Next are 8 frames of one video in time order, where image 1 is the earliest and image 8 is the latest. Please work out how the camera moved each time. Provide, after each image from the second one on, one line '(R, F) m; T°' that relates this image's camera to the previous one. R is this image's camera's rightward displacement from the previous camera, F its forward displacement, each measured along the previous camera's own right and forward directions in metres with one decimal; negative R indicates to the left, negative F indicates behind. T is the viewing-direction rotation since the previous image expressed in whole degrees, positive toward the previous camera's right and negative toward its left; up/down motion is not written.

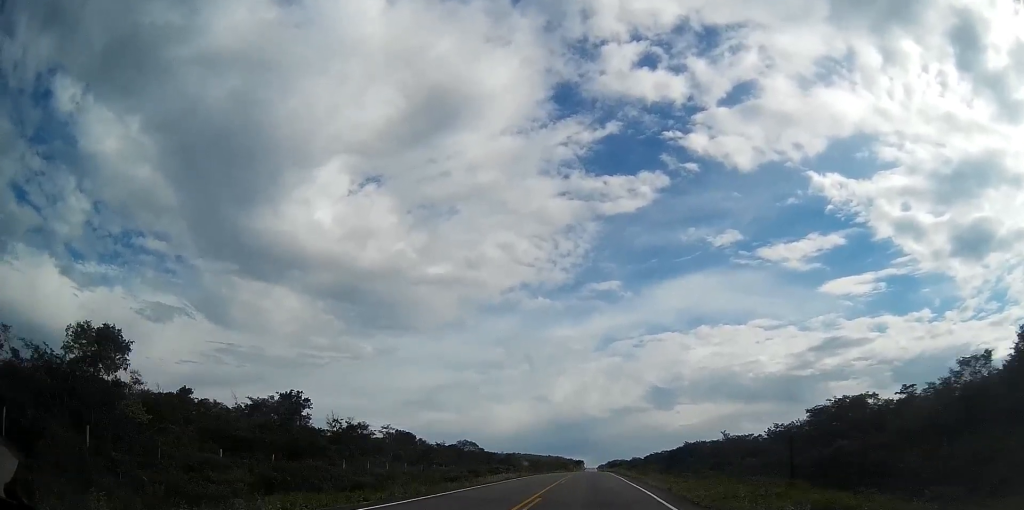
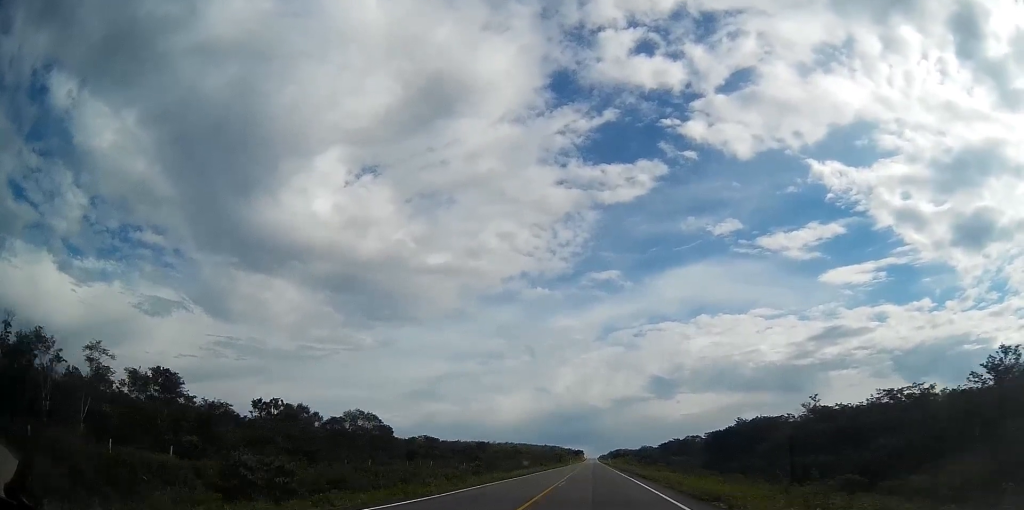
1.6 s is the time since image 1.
(+0.4, +51.3) m; 0°
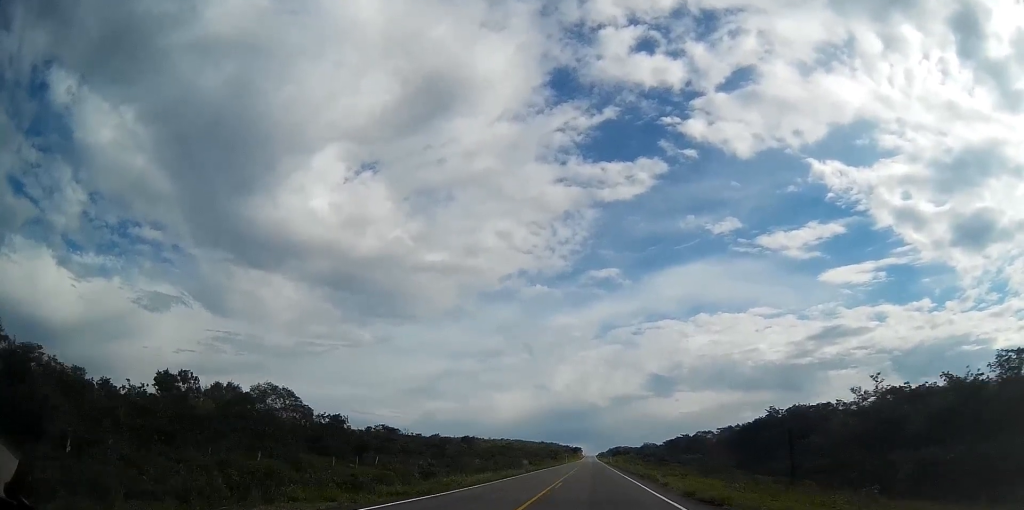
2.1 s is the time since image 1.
(0.0, +17.1) m; 0°
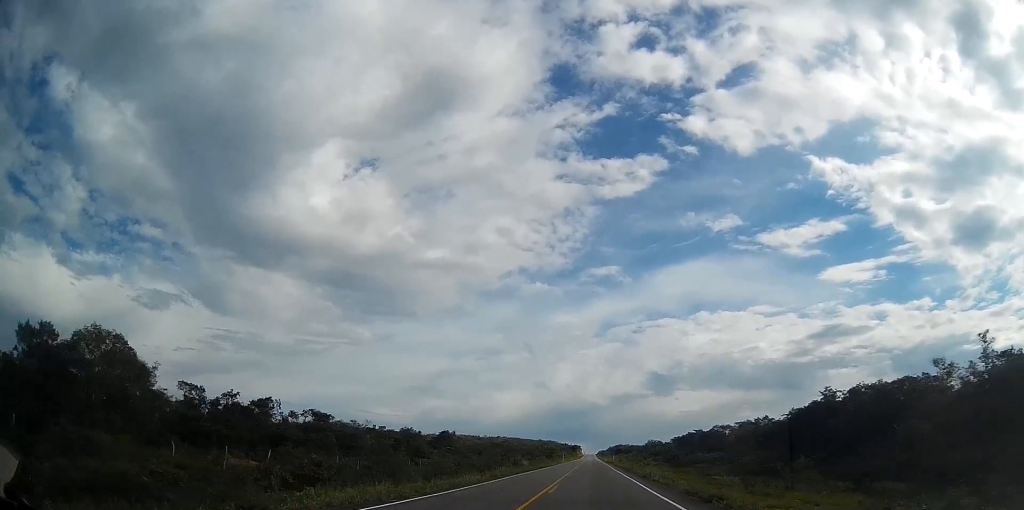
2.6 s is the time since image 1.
(-0.1, +18.5) m; 0°
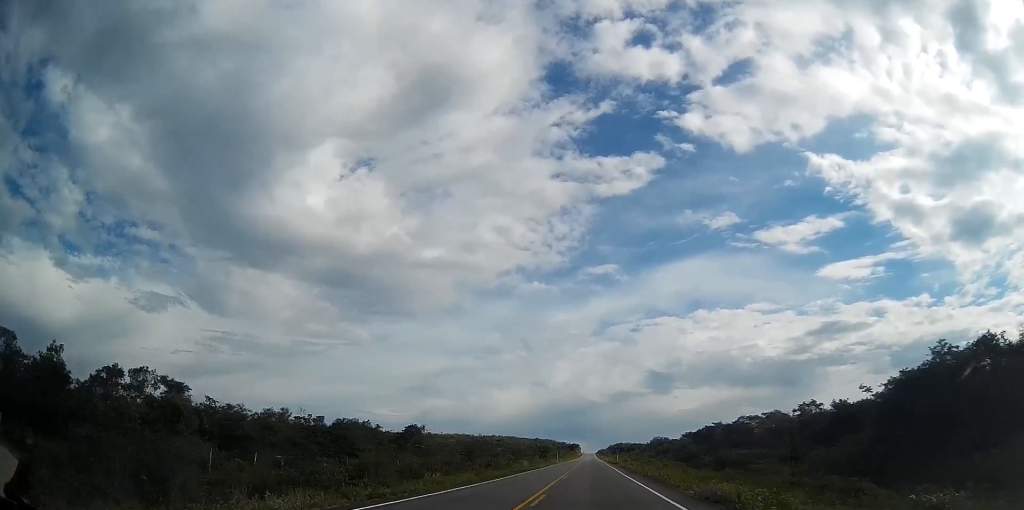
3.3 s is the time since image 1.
(-0.1, +22.5) m; 0°
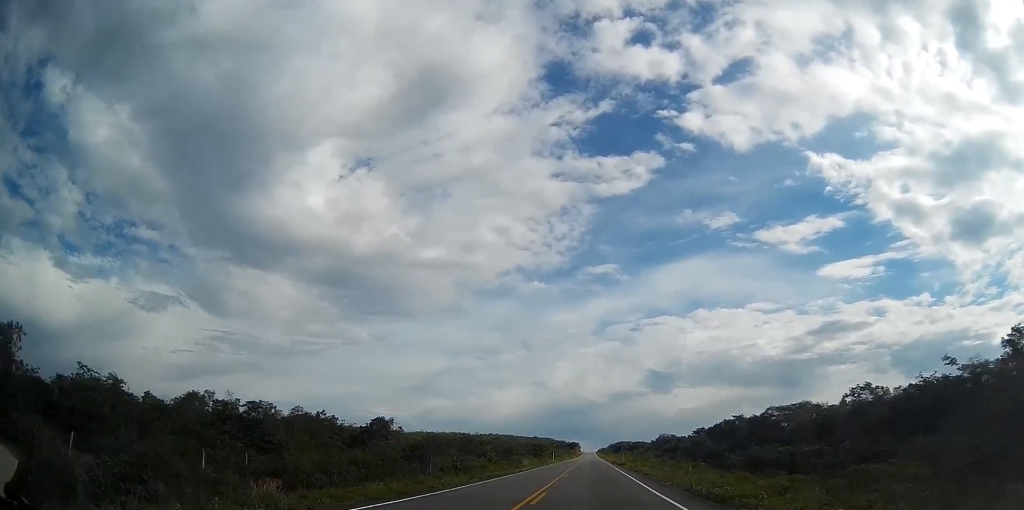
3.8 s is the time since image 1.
(0.0, +14.5) m; 0°
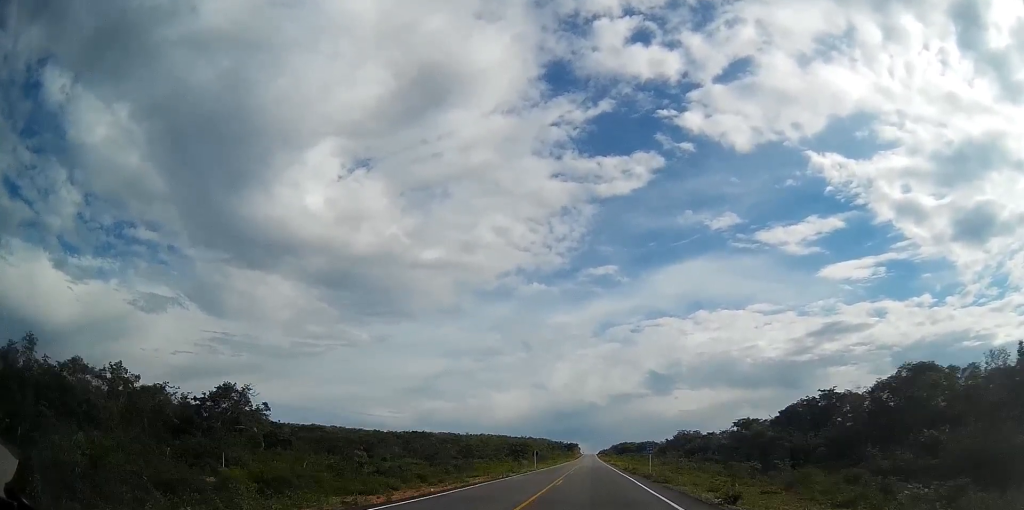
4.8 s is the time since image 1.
(0.0, +35.9) m; 0°
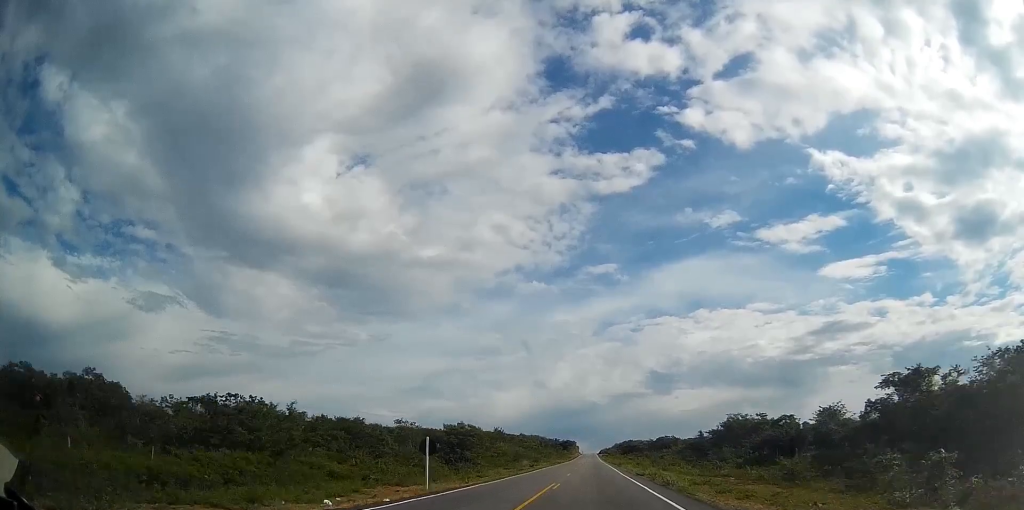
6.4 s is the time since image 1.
(+0.4, +51.0) m; 0°
